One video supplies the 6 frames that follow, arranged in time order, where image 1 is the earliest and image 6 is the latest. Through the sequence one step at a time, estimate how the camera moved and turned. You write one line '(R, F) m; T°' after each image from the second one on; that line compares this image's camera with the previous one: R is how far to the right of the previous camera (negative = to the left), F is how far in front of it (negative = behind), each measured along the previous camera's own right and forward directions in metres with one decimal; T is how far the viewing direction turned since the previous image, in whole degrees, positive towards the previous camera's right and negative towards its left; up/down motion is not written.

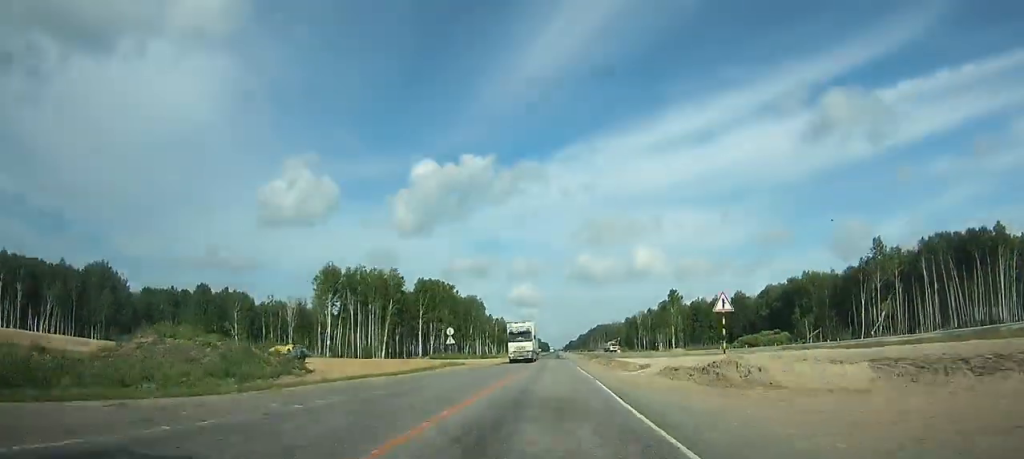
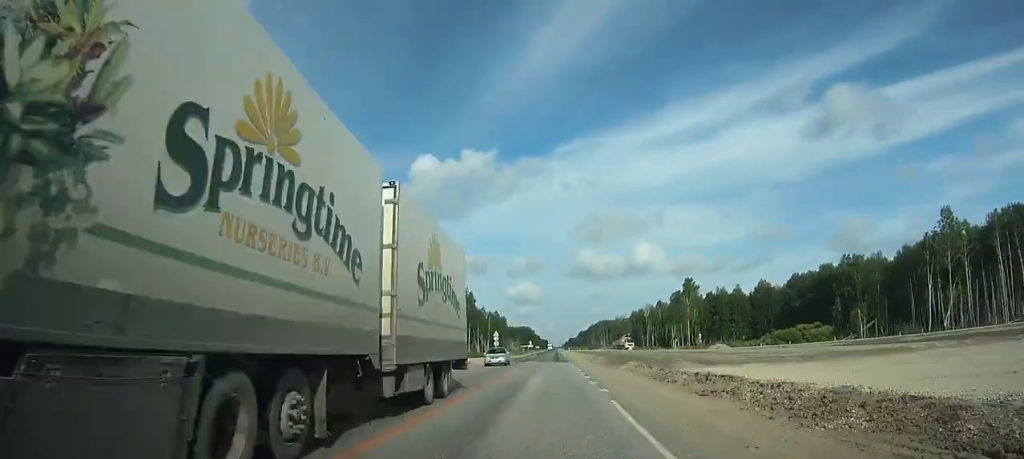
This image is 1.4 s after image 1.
(+0.1, +31.7) m; 0°
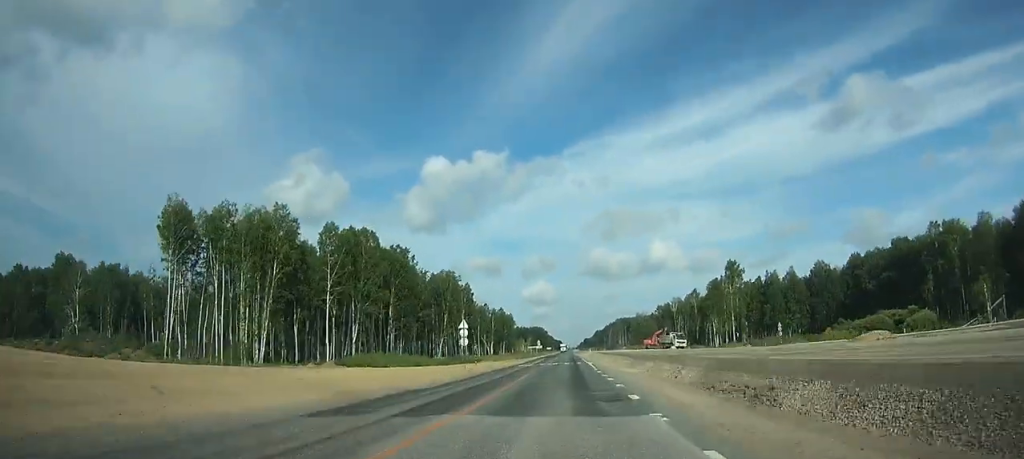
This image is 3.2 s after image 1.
(-0.1, +44.1) m; 0°
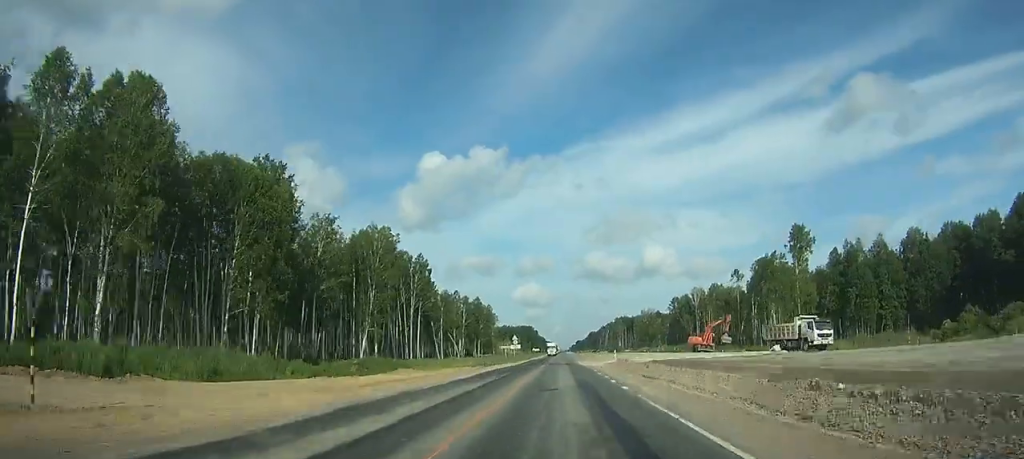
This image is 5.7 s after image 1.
(-0.1, +60.4) m; 0°
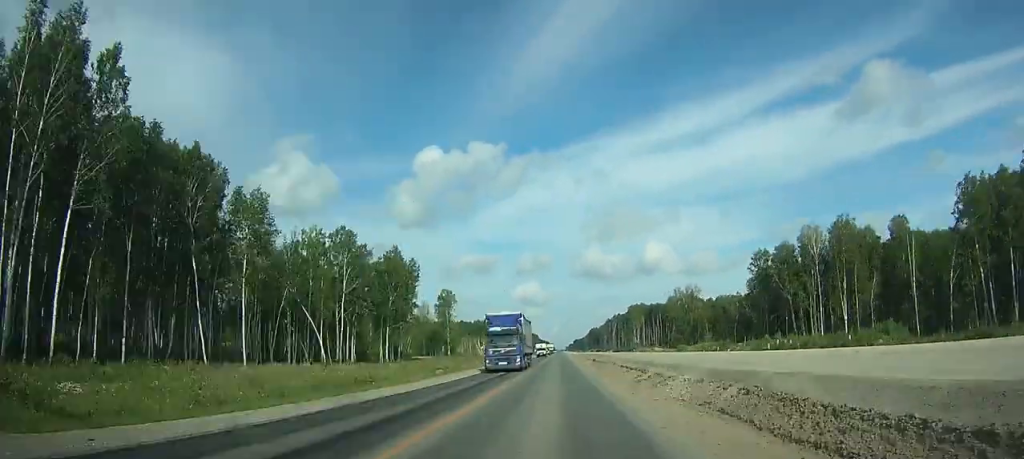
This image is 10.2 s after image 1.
(+0.3, +106.0) m; 0°
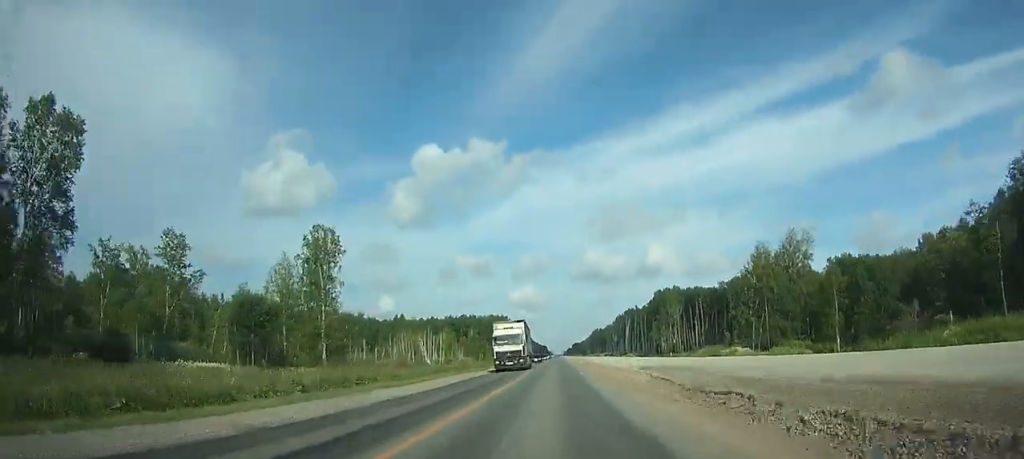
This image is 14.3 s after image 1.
(-0.1, +100.7) m; 0°
